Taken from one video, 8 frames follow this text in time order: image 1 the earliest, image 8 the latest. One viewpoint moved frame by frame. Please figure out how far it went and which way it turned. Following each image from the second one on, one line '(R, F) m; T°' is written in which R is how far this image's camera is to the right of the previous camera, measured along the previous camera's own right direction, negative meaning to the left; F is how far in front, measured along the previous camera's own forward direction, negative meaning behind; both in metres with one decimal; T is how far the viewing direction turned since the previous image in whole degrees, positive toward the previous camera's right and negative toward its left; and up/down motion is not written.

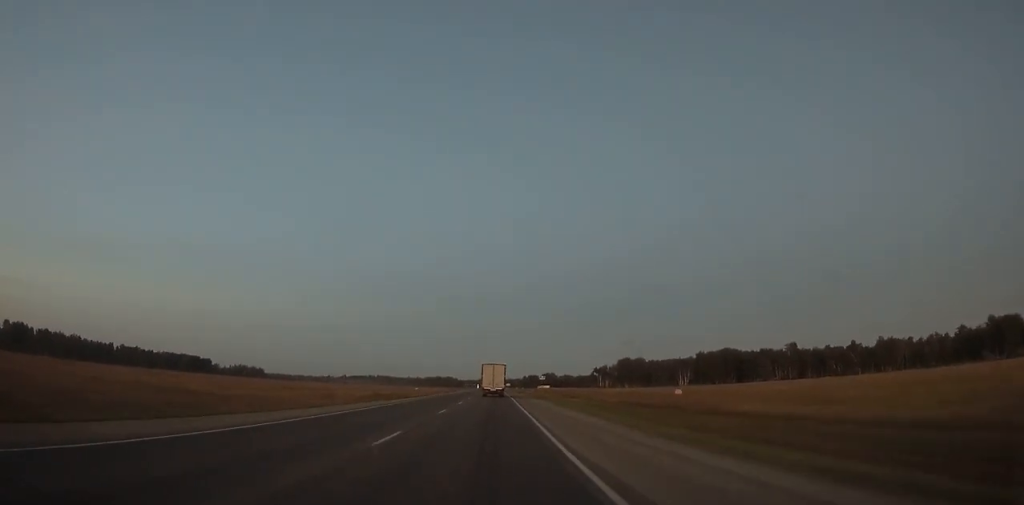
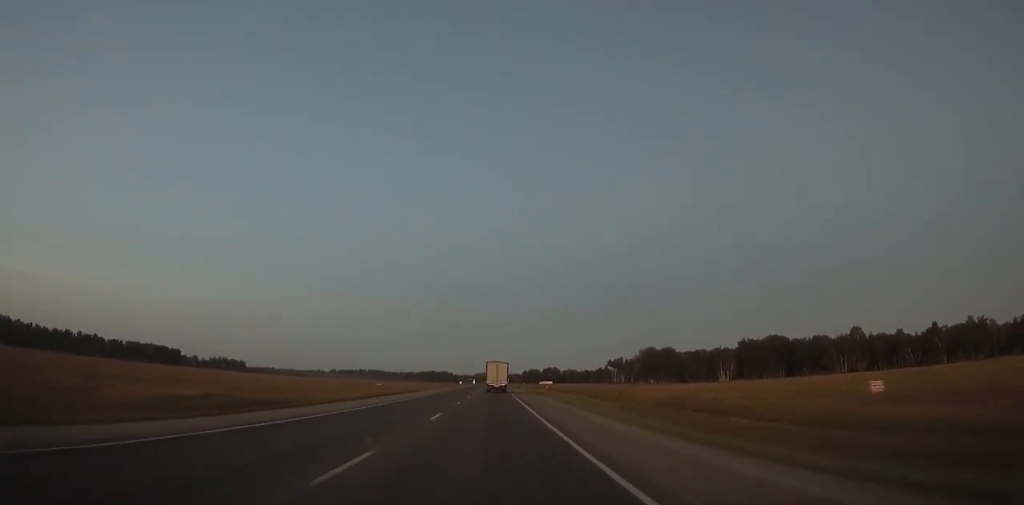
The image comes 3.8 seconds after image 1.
(+0.1, +76.9) m; 0°
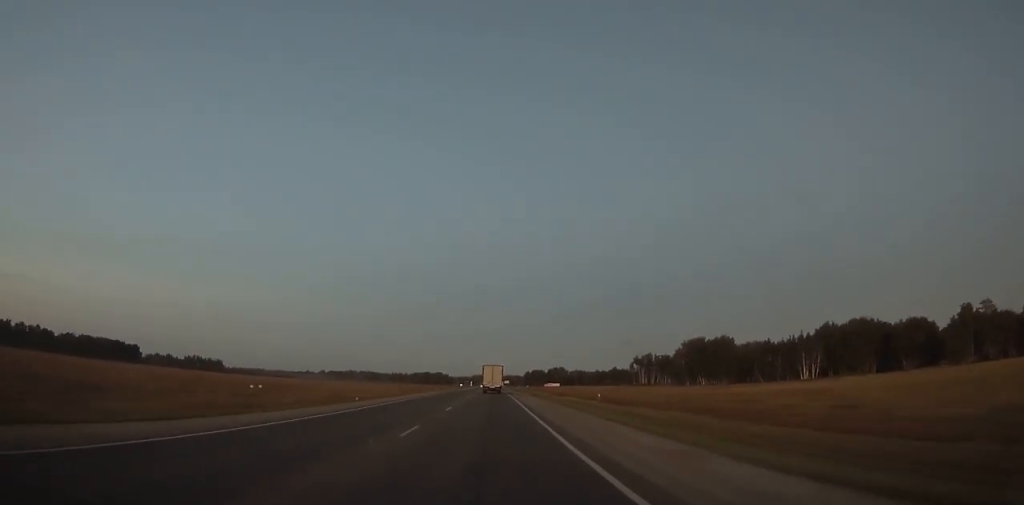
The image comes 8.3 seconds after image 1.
(-0.2, +90.8) m; 0°
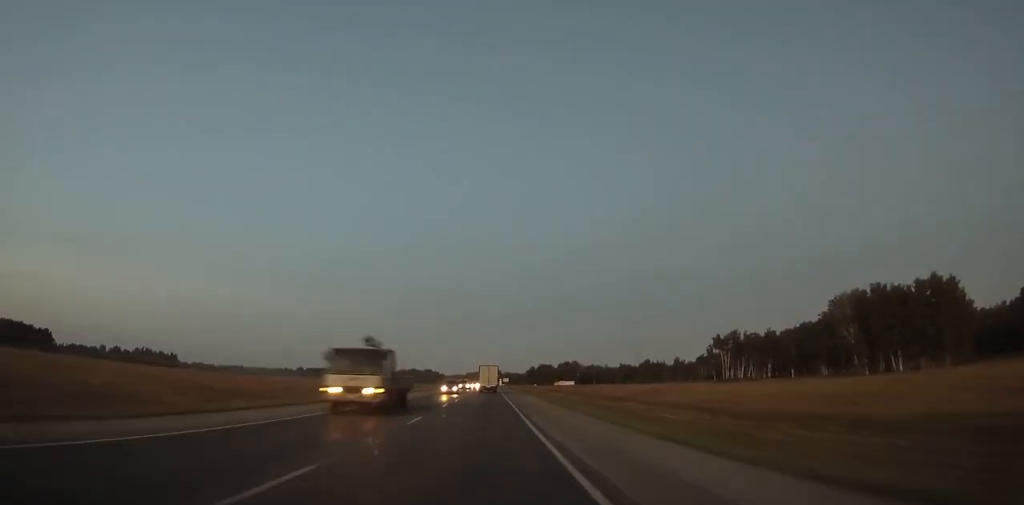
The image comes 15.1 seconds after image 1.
(+0.8, +140.8) m; +1°
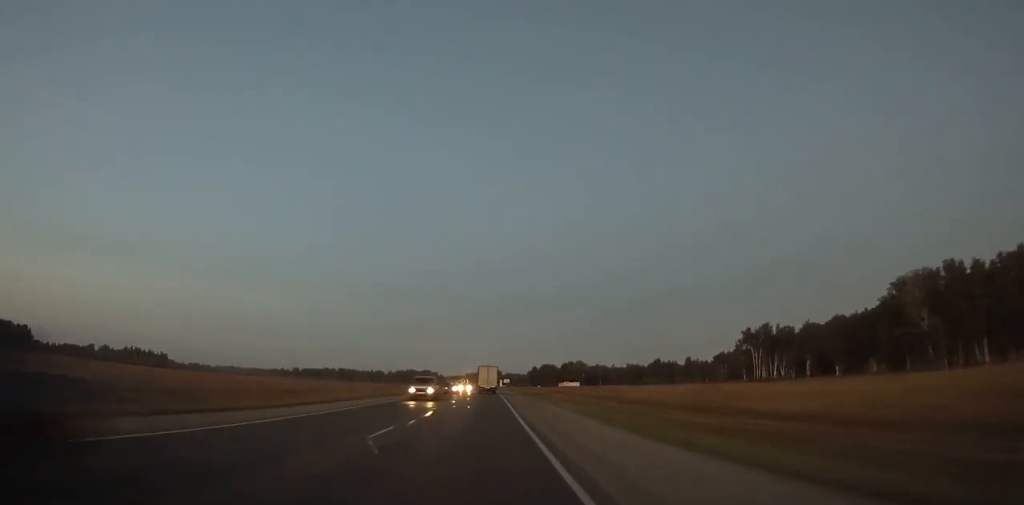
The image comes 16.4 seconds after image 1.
(+0.1, +27.5) m; 0°
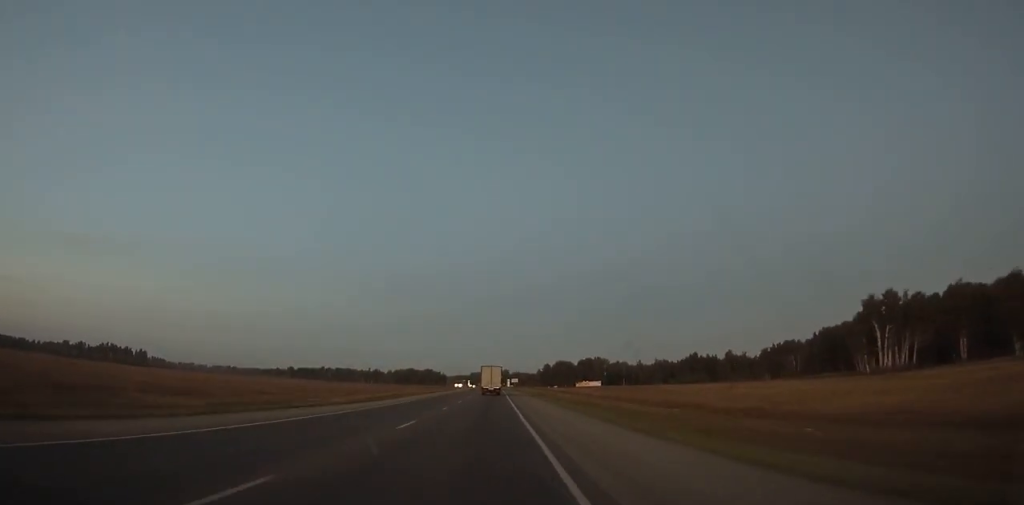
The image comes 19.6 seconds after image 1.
(-0.5, +68.8) m; 0°
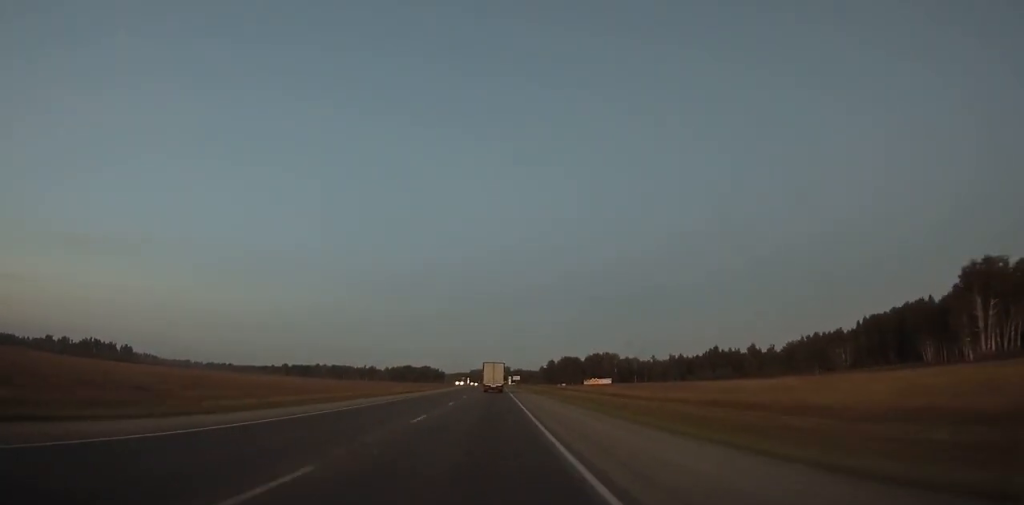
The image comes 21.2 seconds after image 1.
(0.0, +34.6) m; 0°
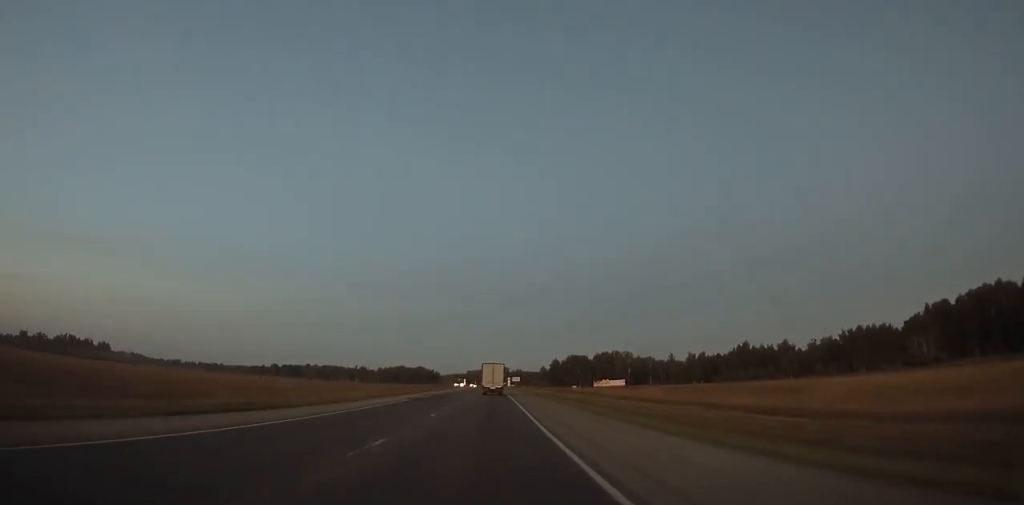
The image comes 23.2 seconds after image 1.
(0.0, +43.2) m; 0°
